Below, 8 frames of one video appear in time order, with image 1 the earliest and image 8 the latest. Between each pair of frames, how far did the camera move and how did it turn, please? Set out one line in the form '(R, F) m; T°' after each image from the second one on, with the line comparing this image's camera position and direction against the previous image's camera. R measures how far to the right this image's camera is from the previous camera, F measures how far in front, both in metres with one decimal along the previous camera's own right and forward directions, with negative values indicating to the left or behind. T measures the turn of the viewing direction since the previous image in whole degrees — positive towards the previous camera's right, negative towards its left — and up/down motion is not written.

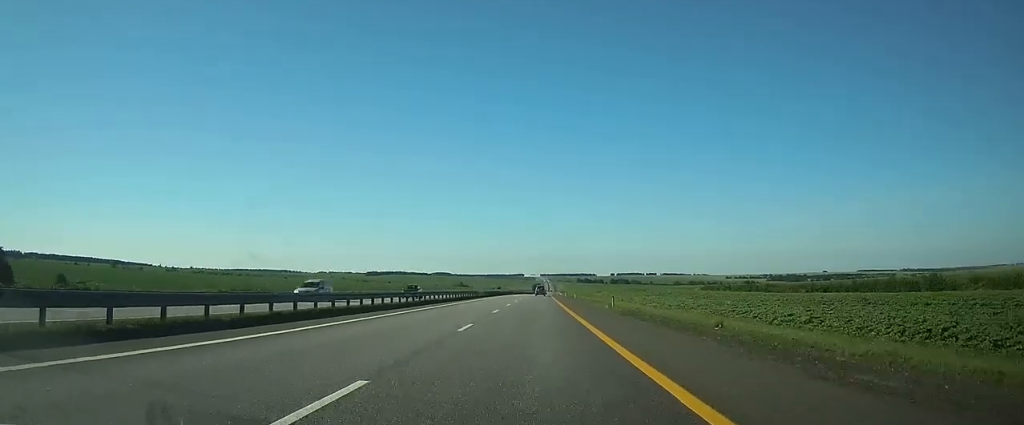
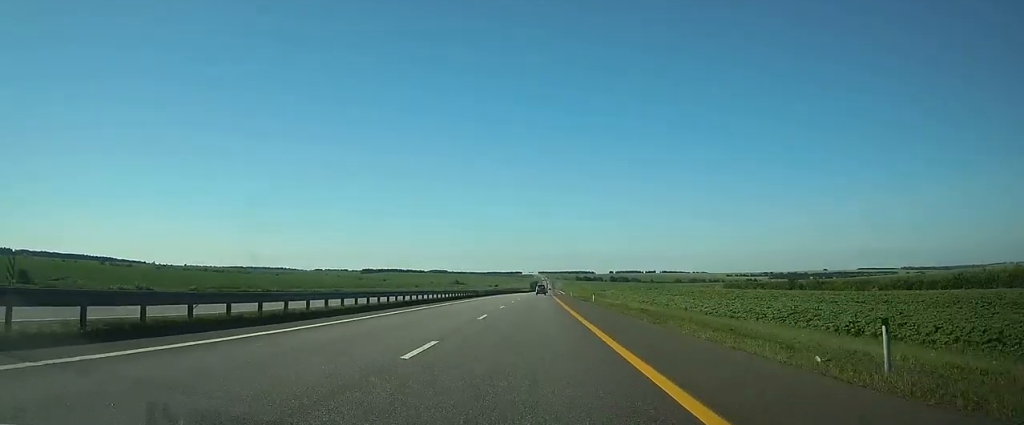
(+0.1, +30.7) m; 0°
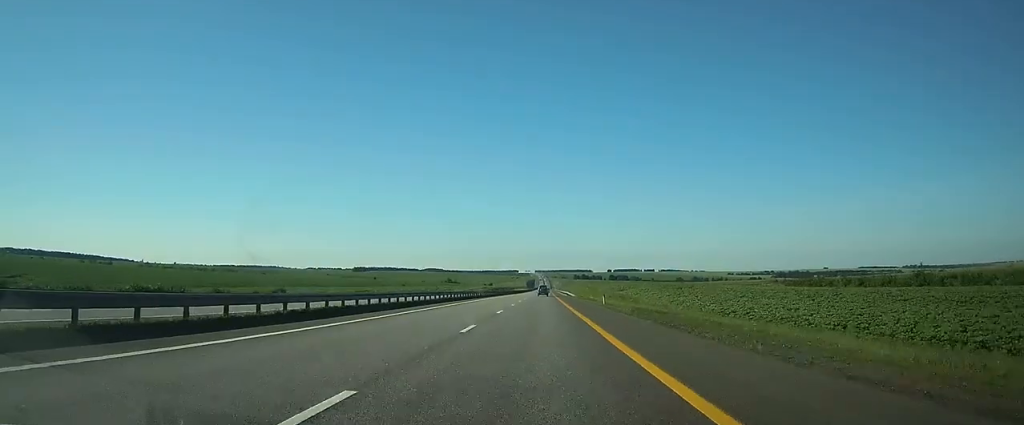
(+0.1, +54.4) m; 0°
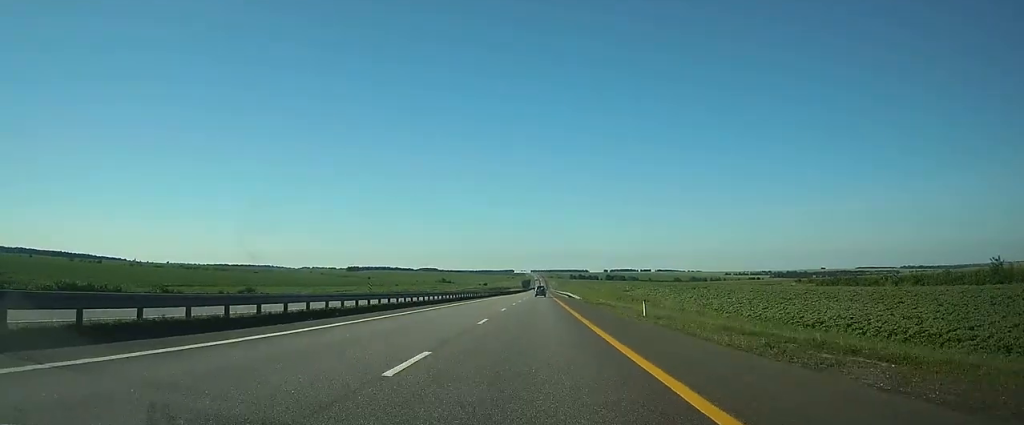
(-0.1, +19.8) m; 0°
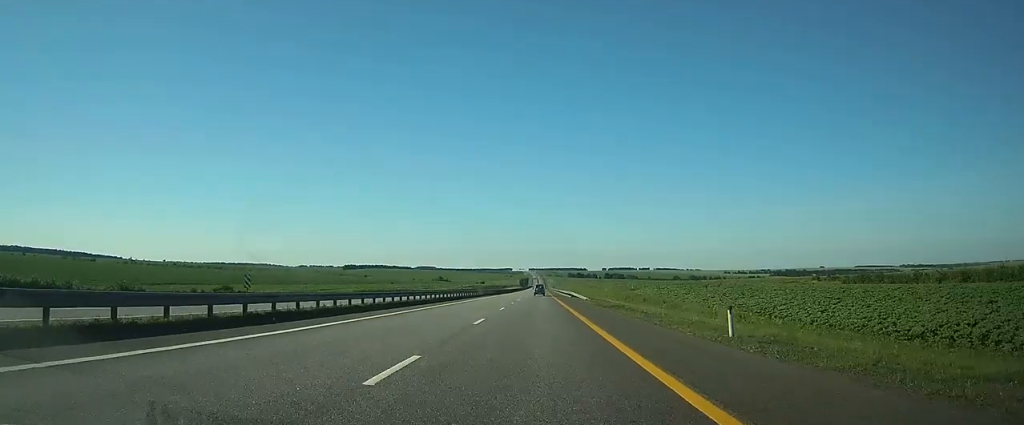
(+0.2, +12.9) m; 0°
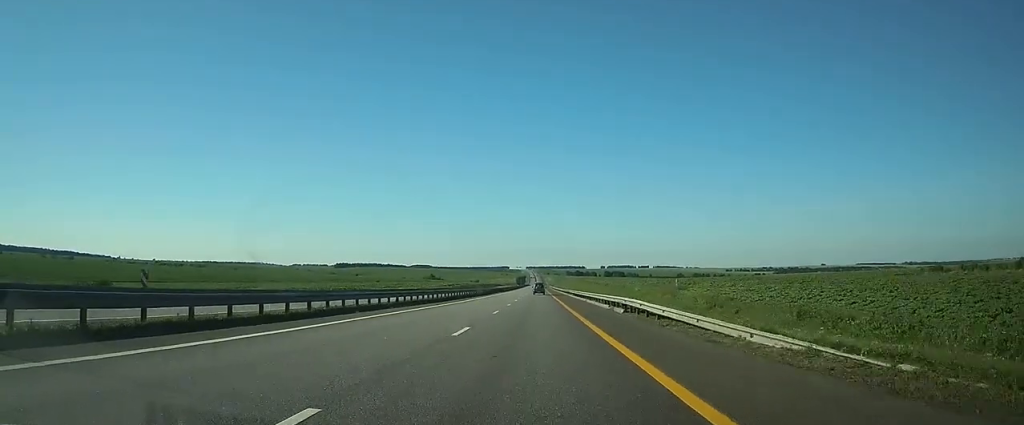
(+0.5, +52.5) m; 0°
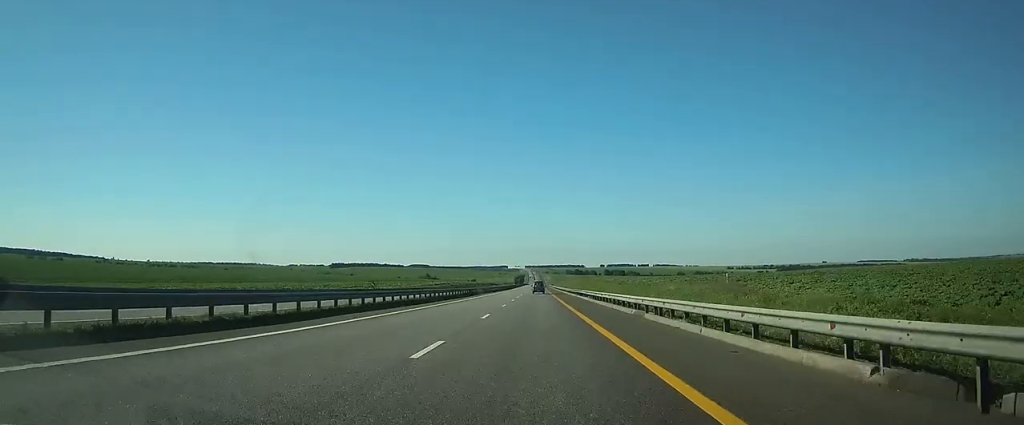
(0.0, +28.8) m; 0°
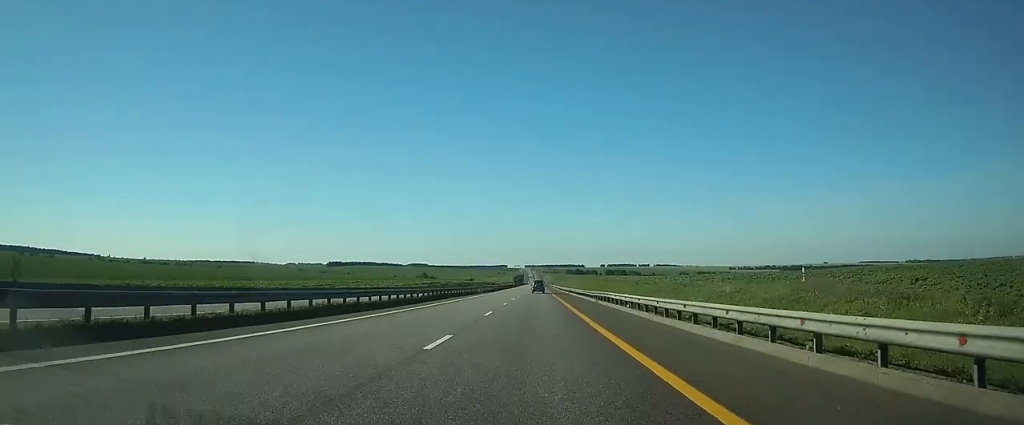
(0.0, +22.8) m; 0°
